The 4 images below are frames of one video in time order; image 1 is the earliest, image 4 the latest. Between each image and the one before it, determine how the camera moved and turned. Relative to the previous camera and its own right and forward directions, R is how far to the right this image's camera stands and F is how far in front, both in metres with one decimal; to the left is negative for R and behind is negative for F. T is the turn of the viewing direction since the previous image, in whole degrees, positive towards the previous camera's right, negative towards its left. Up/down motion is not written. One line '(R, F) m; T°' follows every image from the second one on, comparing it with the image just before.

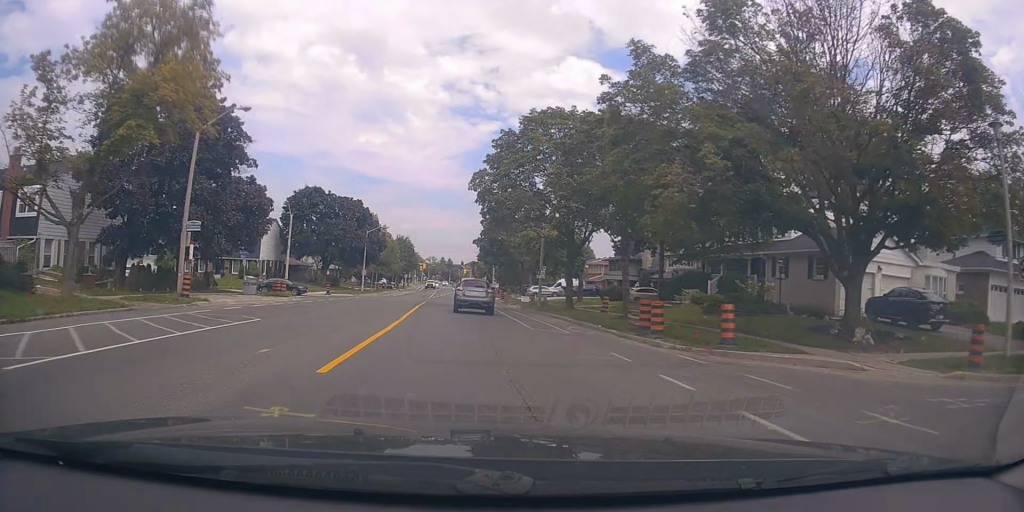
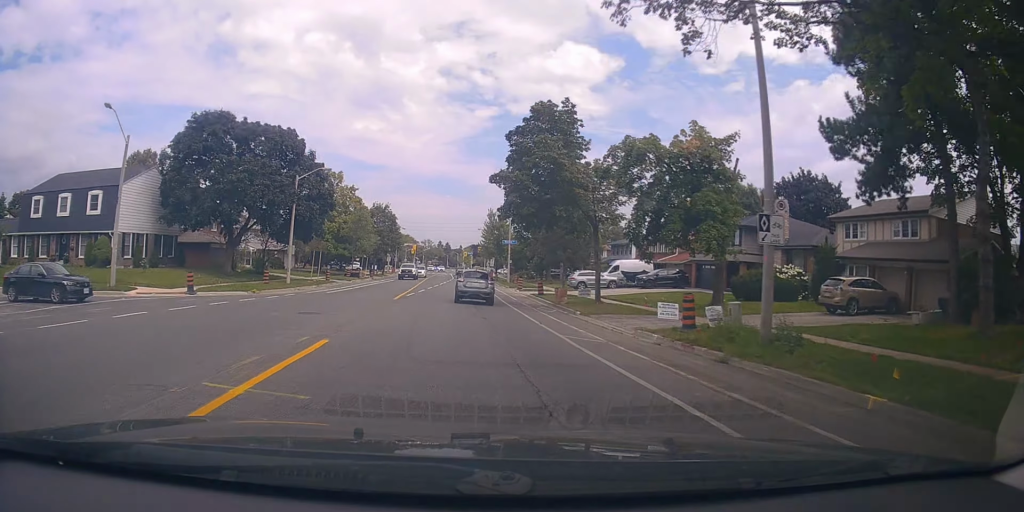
(-0.7, +31.2) m; -2°
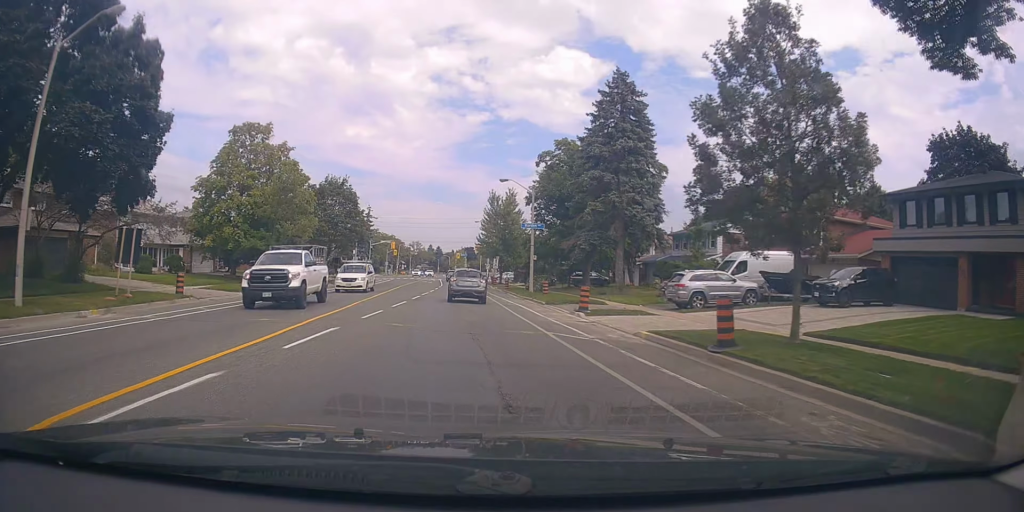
(+1.0, +26.6) m; +4°
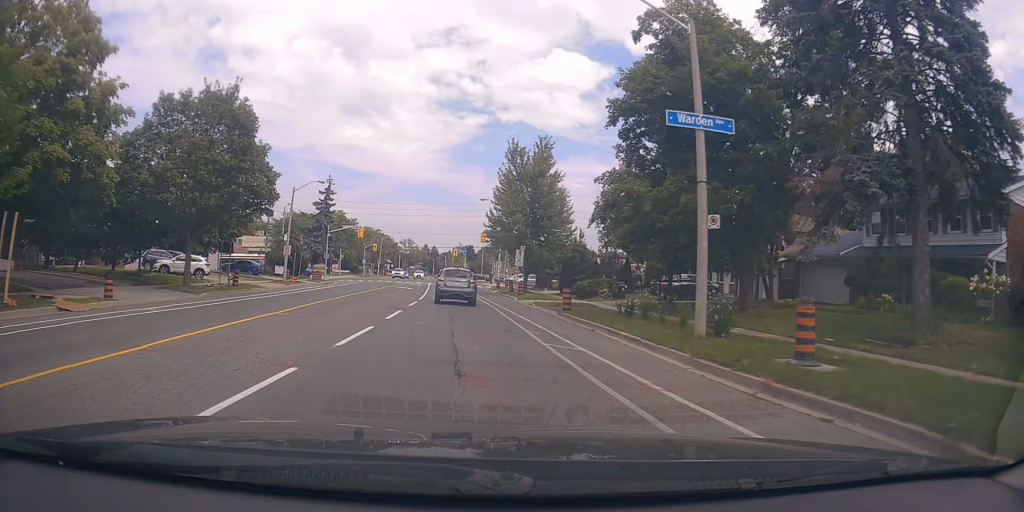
(-0.9, +29.5) m; -3°
